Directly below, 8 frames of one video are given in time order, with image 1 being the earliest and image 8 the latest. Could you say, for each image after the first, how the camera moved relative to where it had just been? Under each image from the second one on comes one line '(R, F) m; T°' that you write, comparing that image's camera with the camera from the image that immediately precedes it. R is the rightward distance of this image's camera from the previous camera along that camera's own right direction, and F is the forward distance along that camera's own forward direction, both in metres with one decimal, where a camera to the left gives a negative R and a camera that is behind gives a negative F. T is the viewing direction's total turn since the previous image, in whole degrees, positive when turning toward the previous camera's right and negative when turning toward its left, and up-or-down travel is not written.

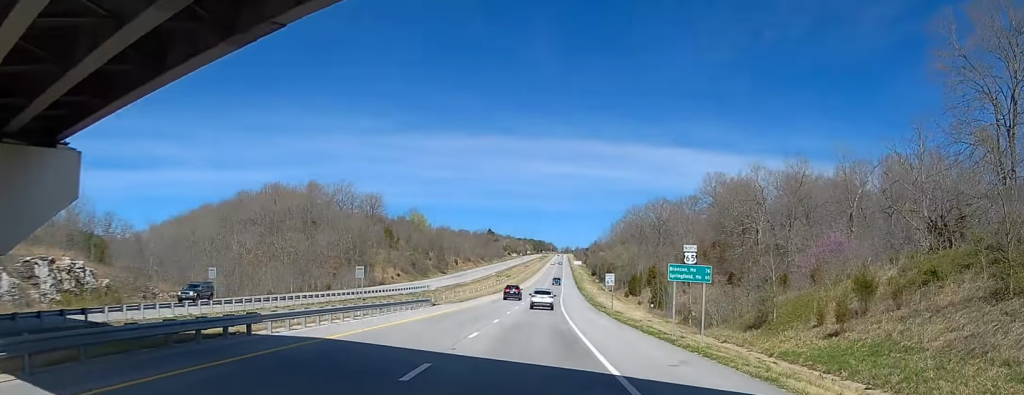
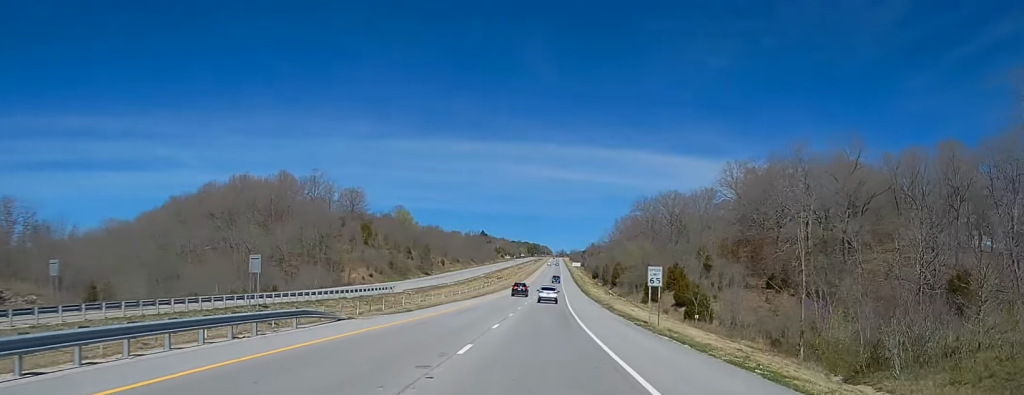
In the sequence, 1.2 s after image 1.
(+0.1, +31.3) m; +1°
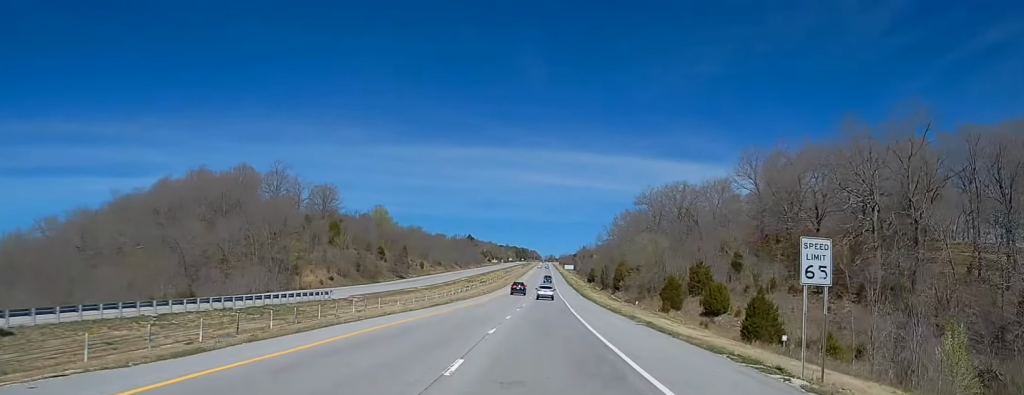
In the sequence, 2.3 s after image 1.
(+0.6, +29.1) m; 0°
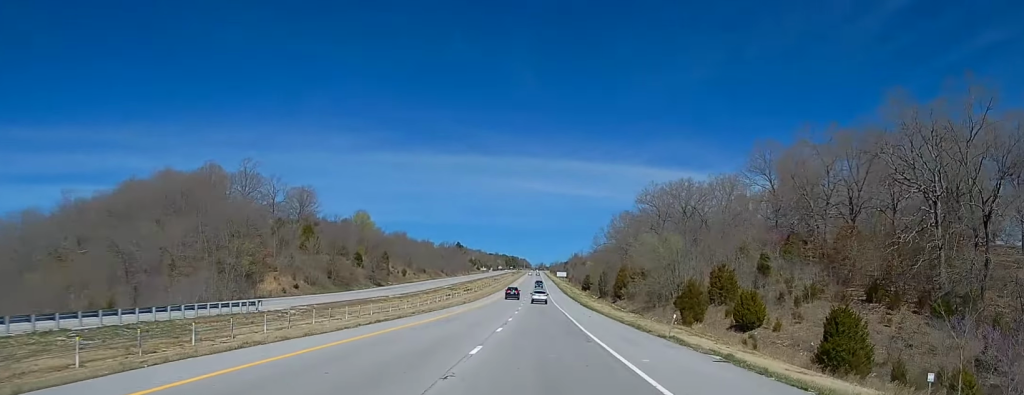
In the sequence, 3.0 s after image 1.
(-0.4, +18.9) m; +1°
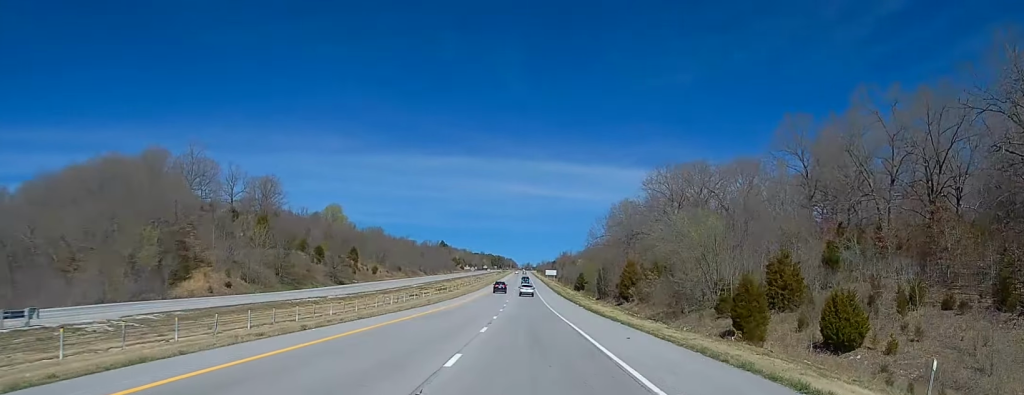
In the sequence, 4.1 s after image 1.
(+0.8, +27.9) m; +2°
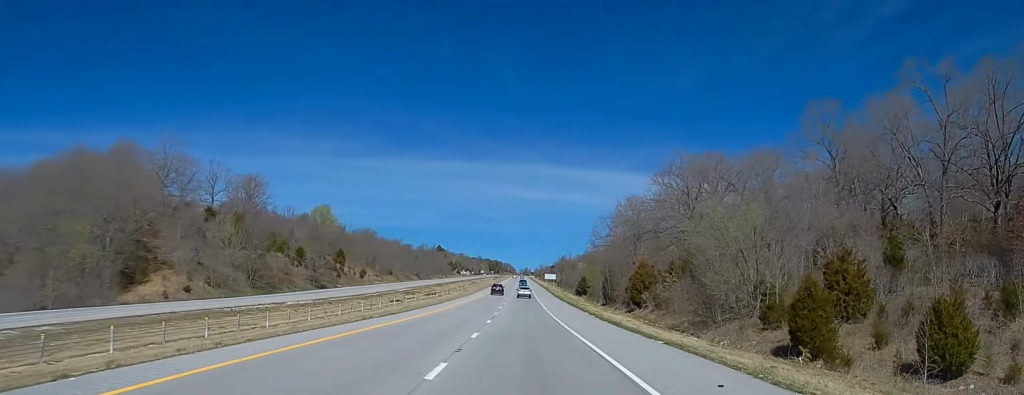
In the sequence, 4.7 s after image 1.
(0.0, +14.3) m; 0°
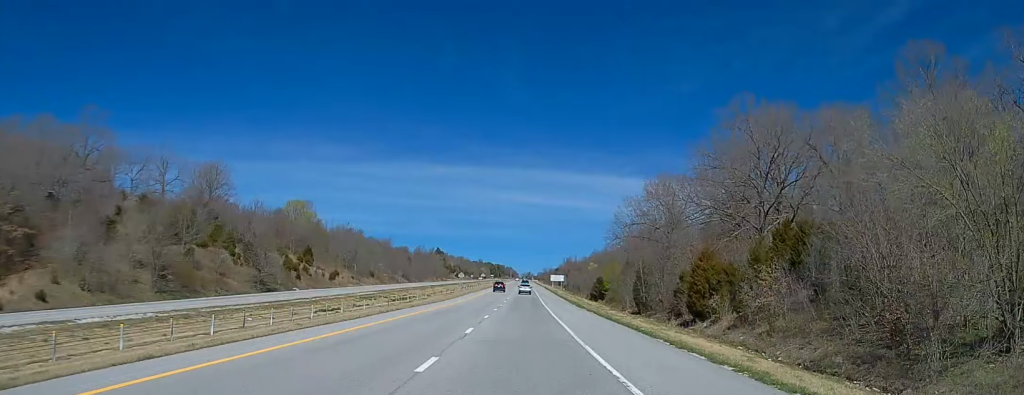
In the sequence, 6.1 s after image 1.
(0.0, +35.4) m; 0°
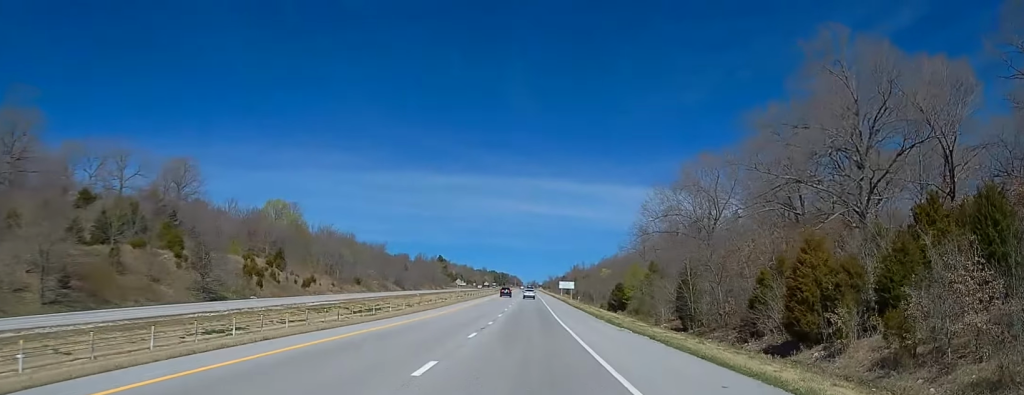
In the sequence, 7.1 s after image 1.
(-0.3, +24.9) m; -1°
